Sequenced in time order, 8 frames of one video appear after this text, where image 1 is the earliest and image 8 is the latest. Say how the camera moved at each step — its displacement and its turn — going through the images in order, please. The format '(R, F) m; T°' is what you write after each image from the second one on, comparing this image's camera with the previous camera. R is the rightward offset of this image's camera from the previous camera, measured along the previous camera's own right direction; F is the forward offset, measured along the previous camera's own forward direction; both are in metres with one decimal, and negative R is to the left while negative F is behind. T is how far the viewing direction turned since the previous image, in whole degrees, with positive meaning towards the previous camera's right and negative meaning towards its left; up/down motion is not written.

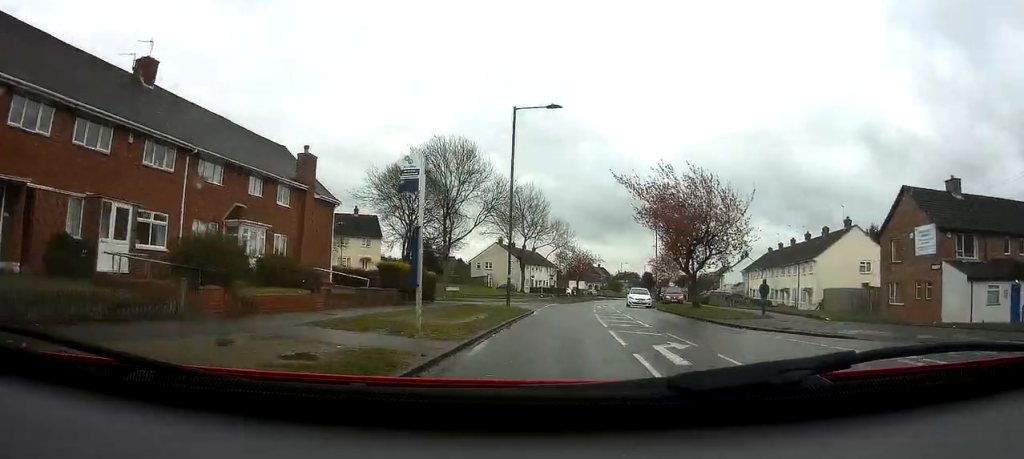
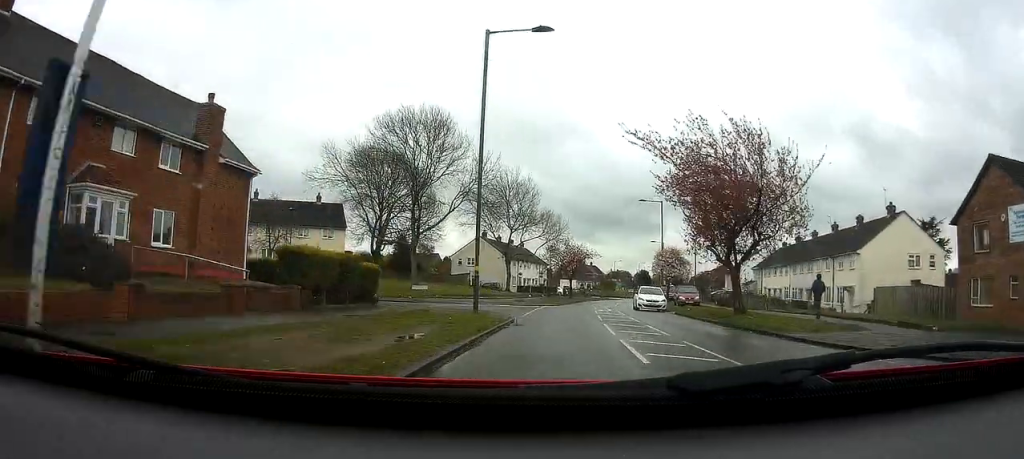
(0.0, +8.8) m; +1°
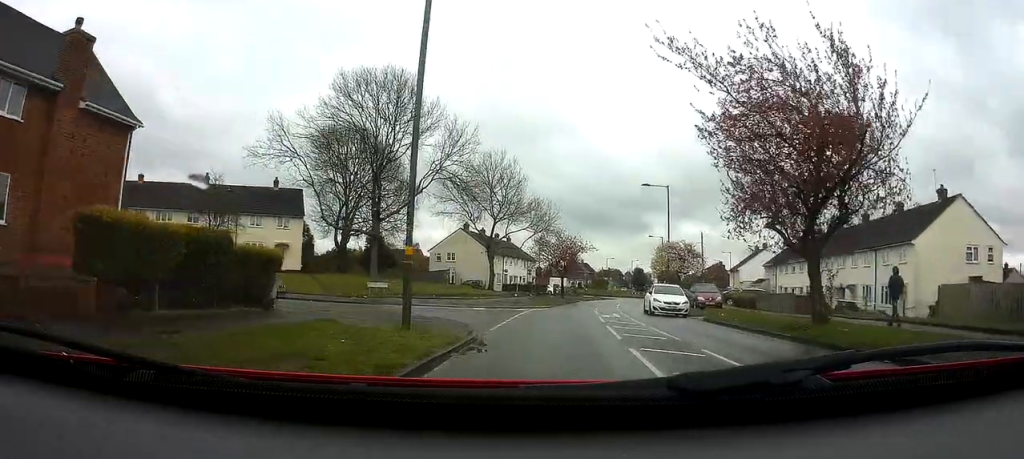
(+0.1, +7.8) m; +1°
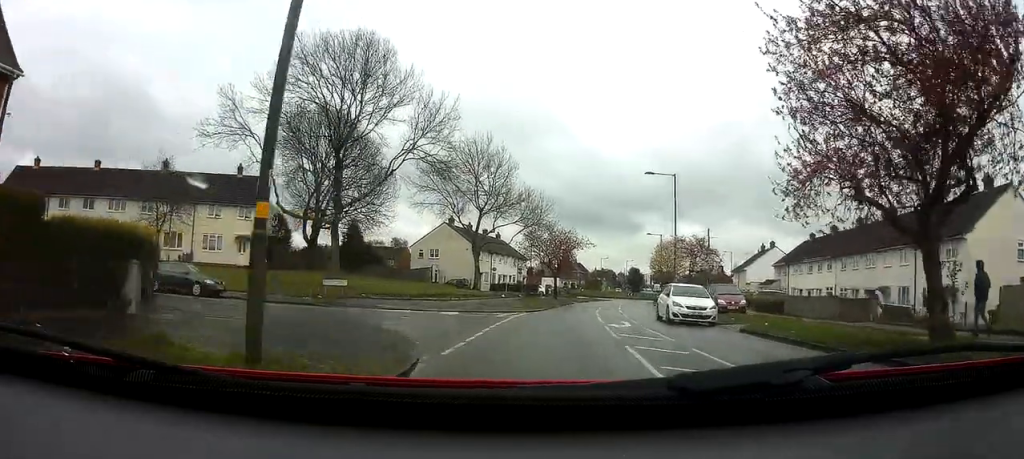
(+0.2, +5.6) m; 0°
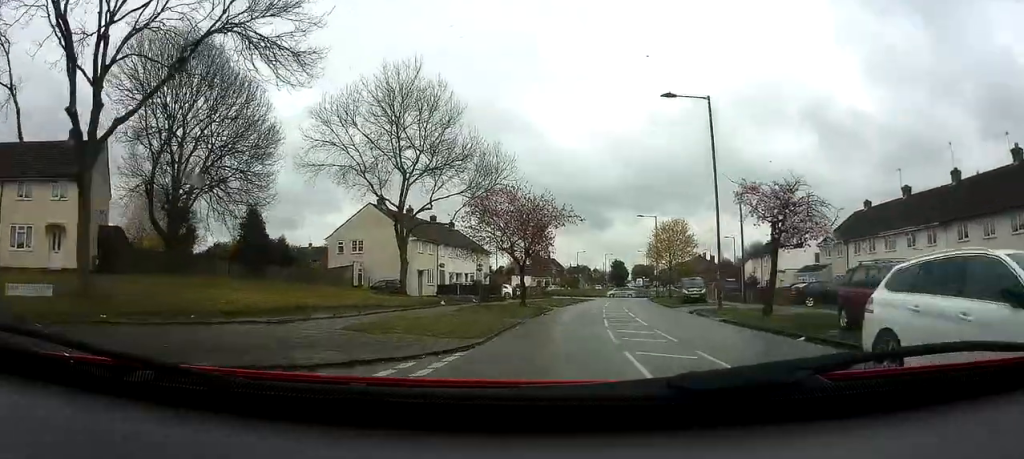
(+0.1, +17.6) m; +3°
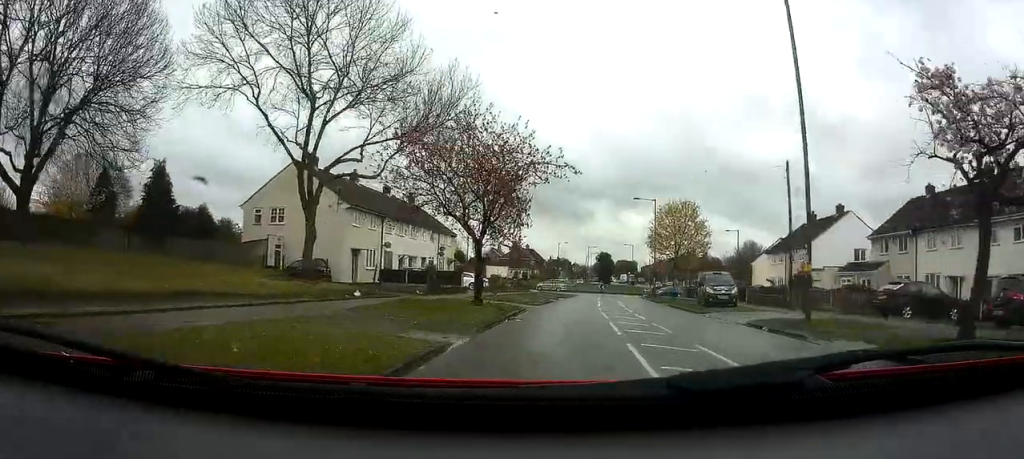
(+0.2, +11.4) m; +1°
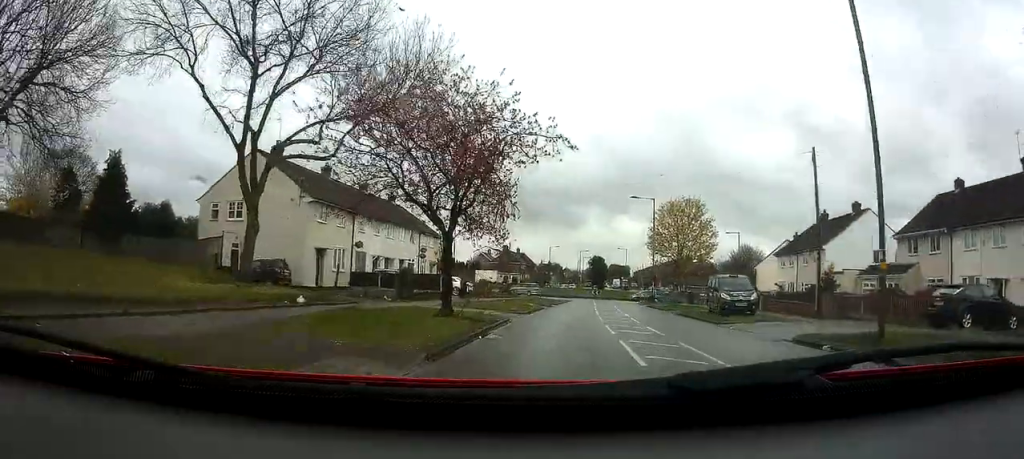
(0.0, +4.2) m; +1°
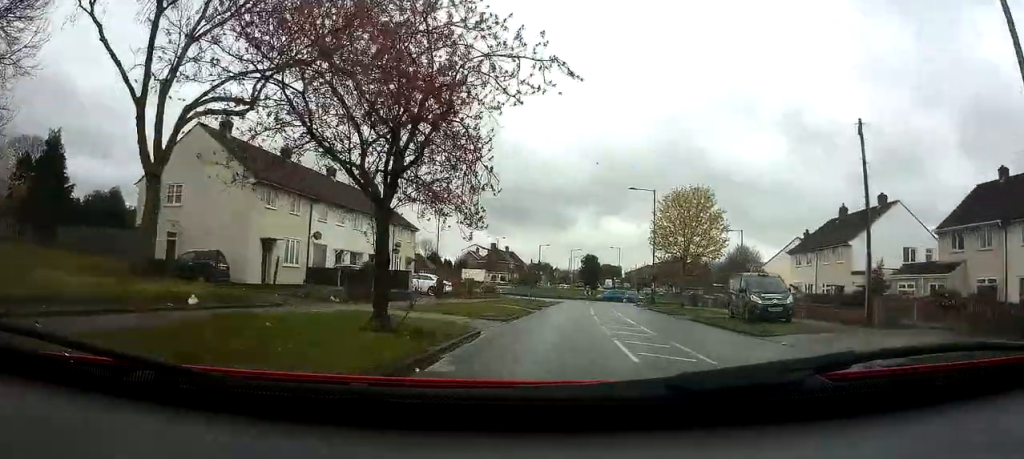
(0.0, +5.1) m; +1°
